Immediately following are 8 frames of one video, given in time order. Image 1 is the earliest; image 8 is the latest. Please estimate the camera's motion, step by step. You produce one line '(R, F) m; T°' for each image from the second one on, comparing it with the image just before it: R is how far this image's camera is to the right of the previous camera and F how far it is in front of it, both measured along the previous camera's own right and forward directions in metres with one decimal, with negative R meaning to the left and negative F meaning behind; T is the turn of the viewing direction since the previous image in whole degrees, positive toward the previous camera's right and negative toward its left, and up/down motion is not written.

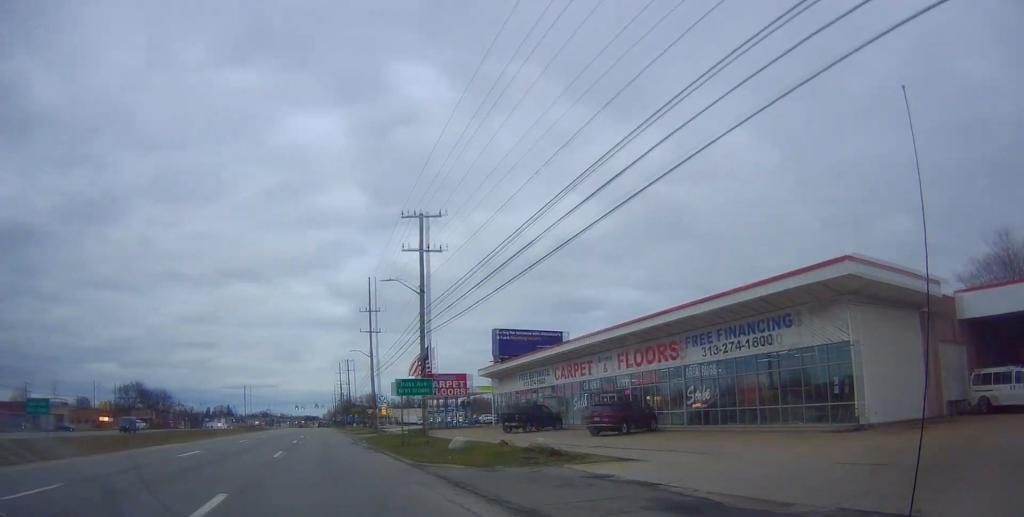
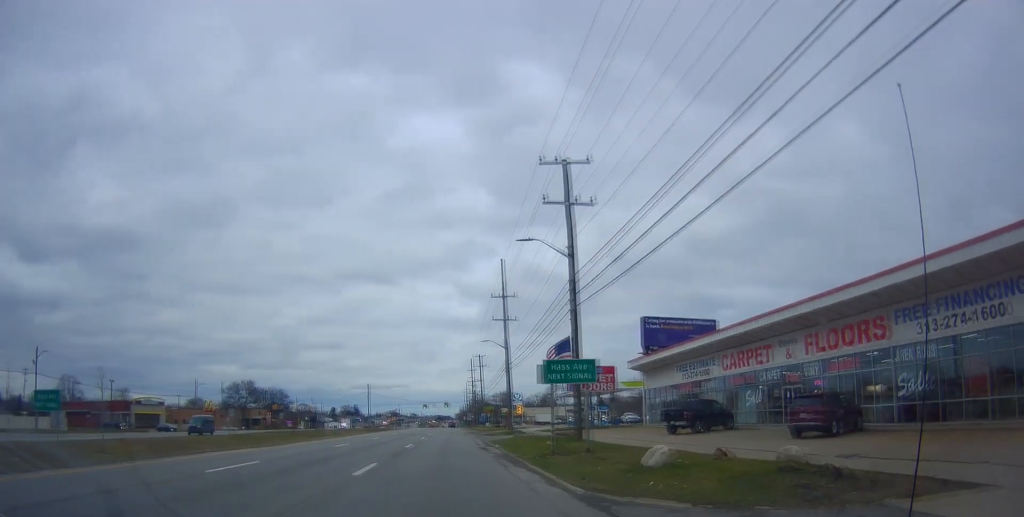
(-0.3, +5.6) m; -5°
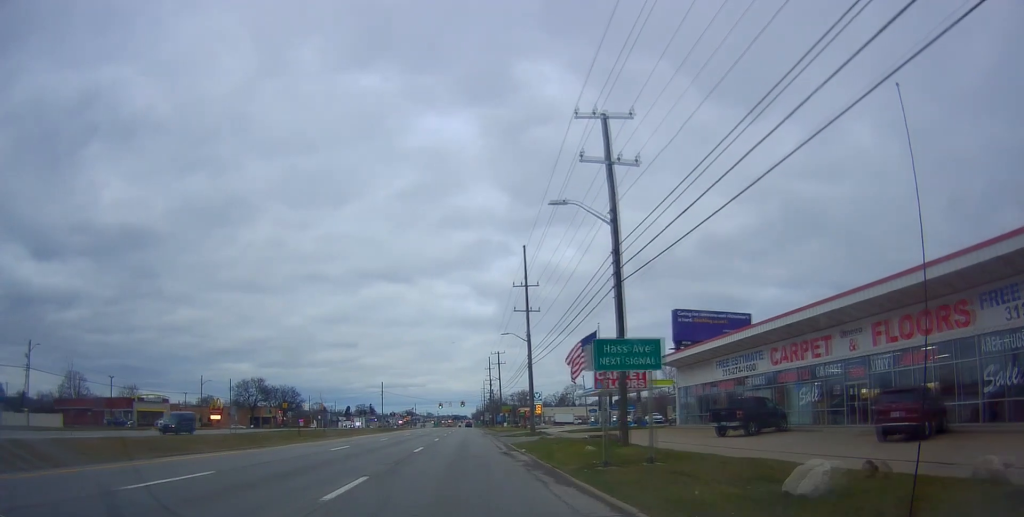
(+0.2, +3.5) m; -3°
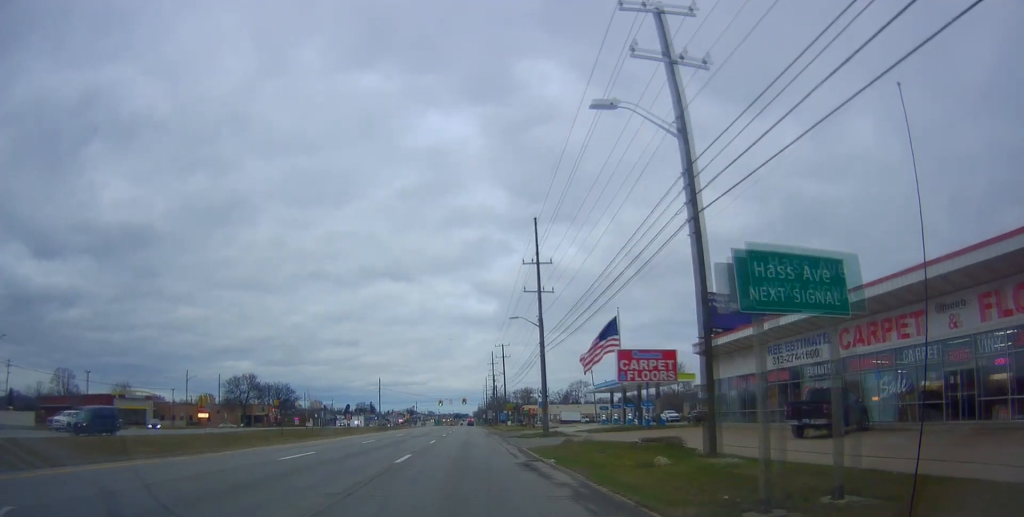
(-0.5, +6.0) m; -7°
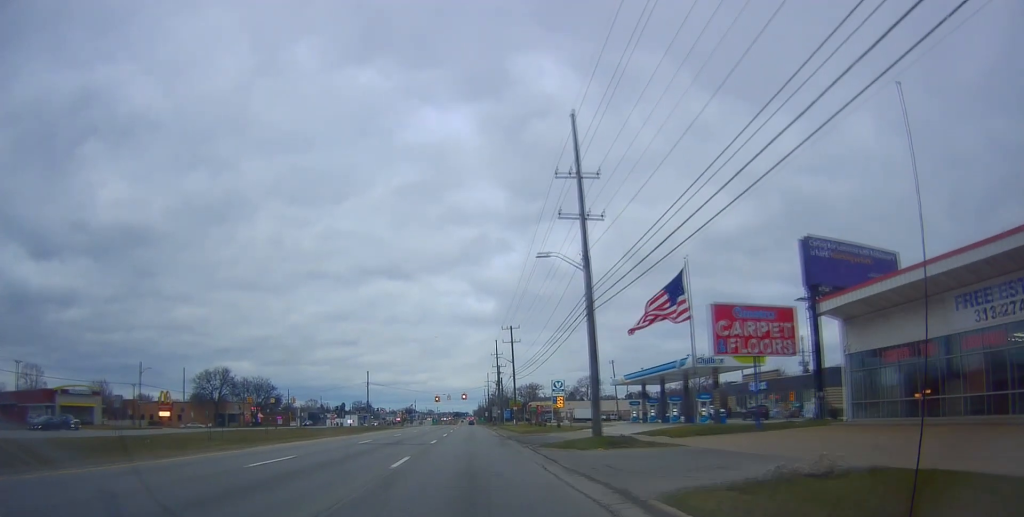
(-1.6, +14.9) m; -9°
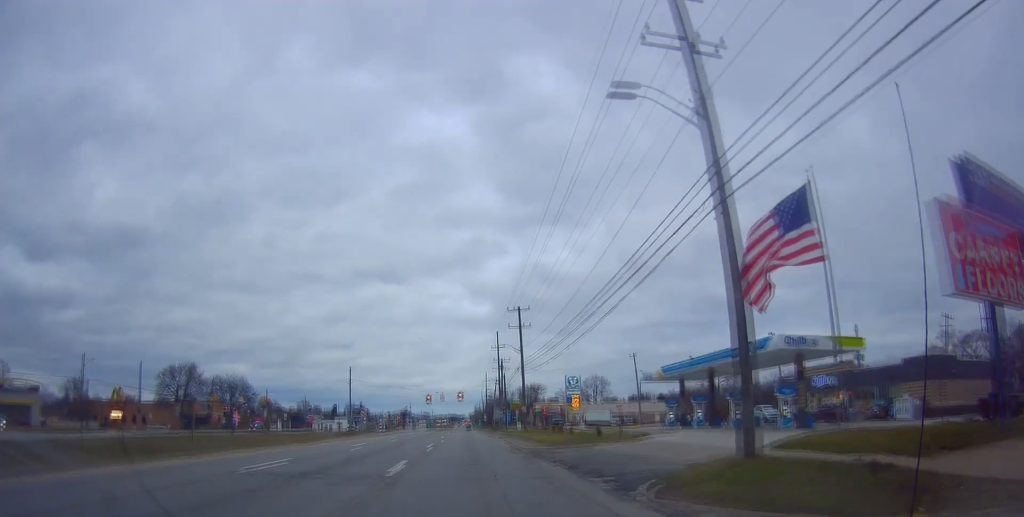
(-0.4, +15.4) m; -3°
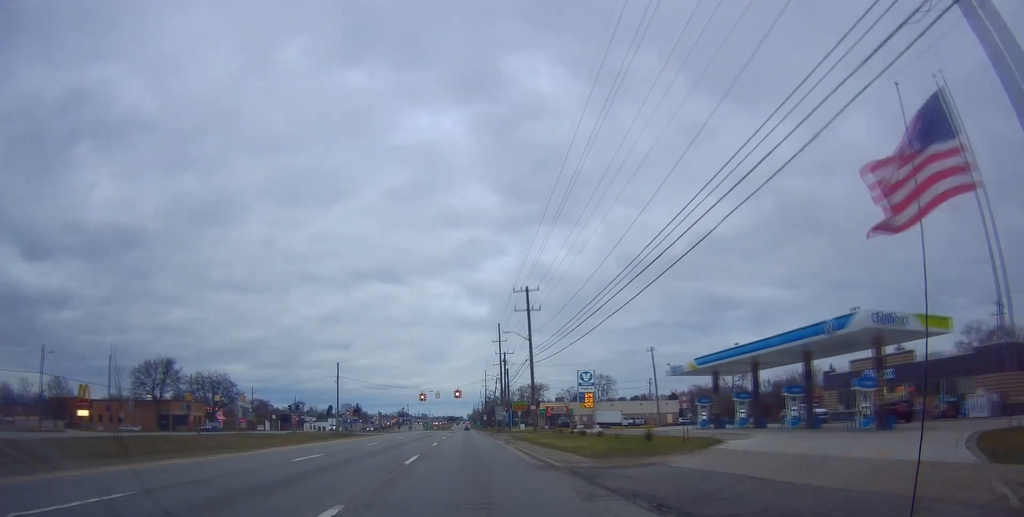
(-0.4, +10.0) m; 0°
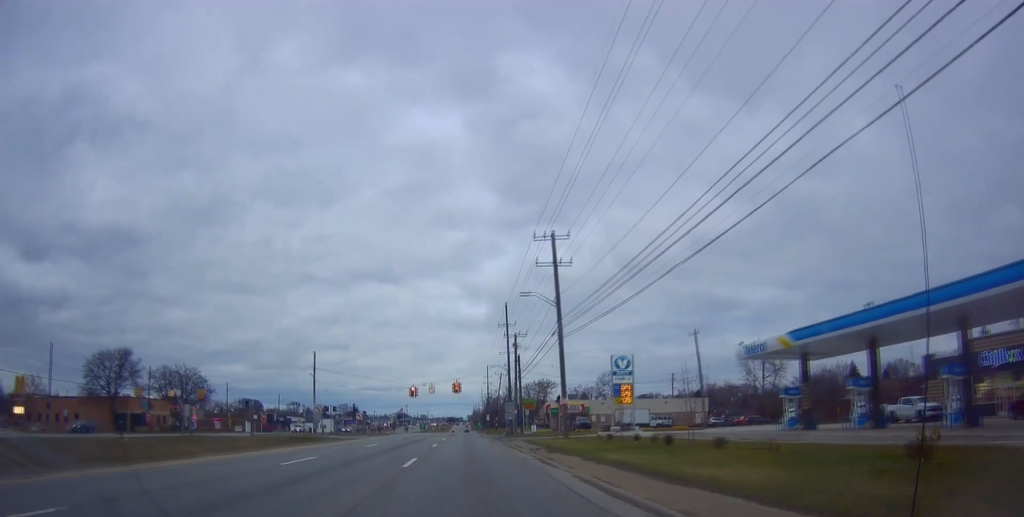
(+0.3, +18.1) m; 0°
